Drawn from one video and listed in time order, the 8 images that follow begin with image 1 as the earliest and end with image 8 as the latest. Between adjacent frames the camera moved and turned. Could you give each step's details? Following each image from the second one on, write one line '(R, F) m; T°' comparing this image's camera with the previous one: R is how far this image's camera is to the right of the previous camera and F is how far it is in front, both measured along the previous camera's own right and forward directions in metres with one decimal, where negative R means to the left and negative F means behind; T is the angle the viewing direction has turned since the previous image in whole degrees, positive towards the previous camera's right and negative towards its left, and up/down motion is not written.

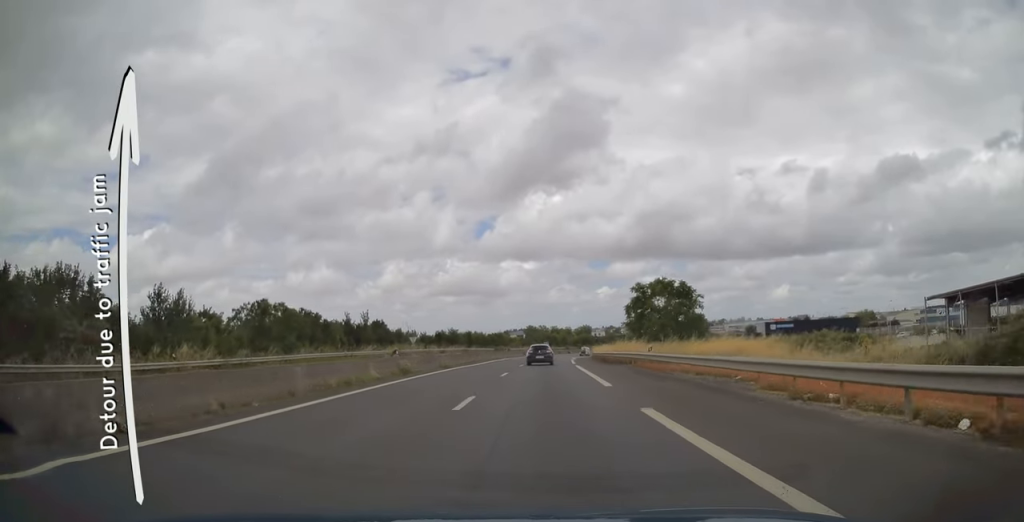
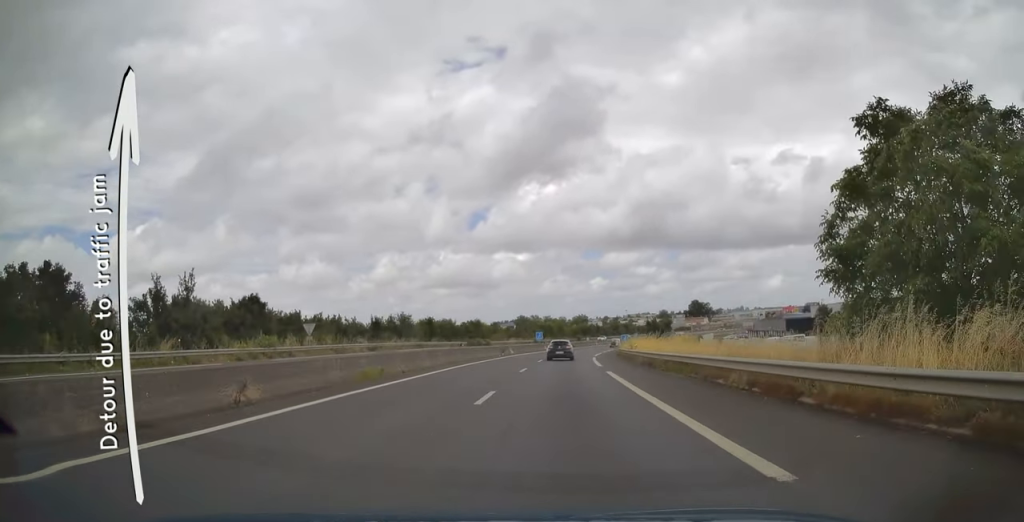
(+0.4, +39.1) m; +2°
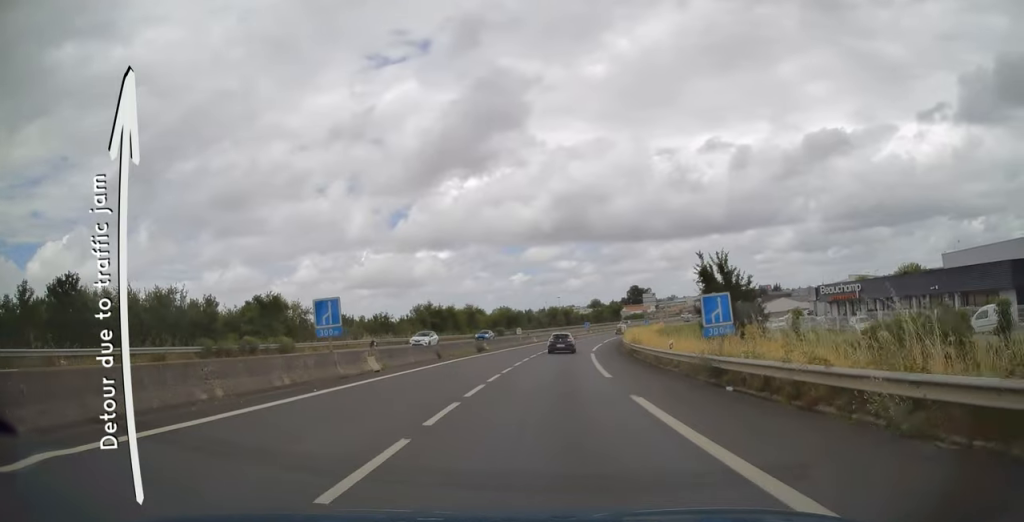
(+3.5, +65.7) m; +7°
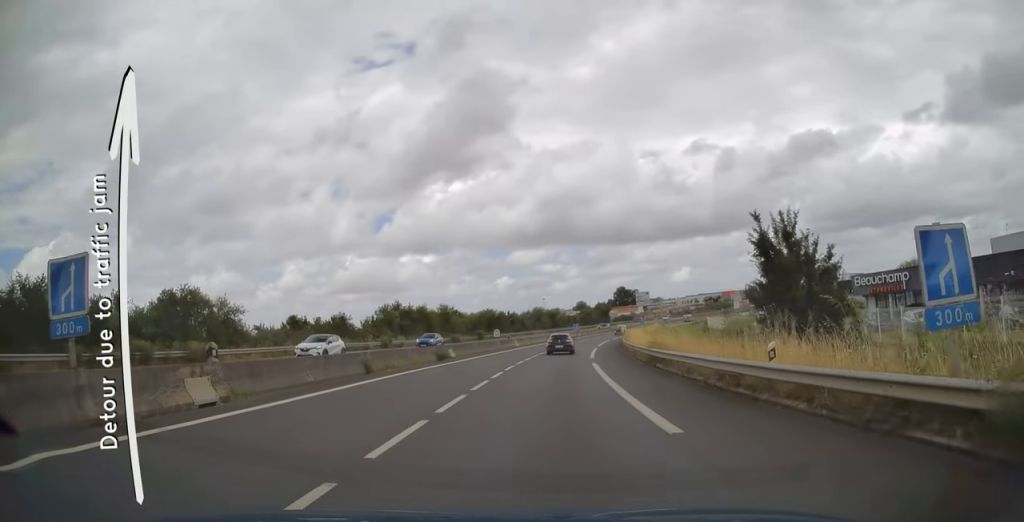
(+0.2, +11.3) m; +1°
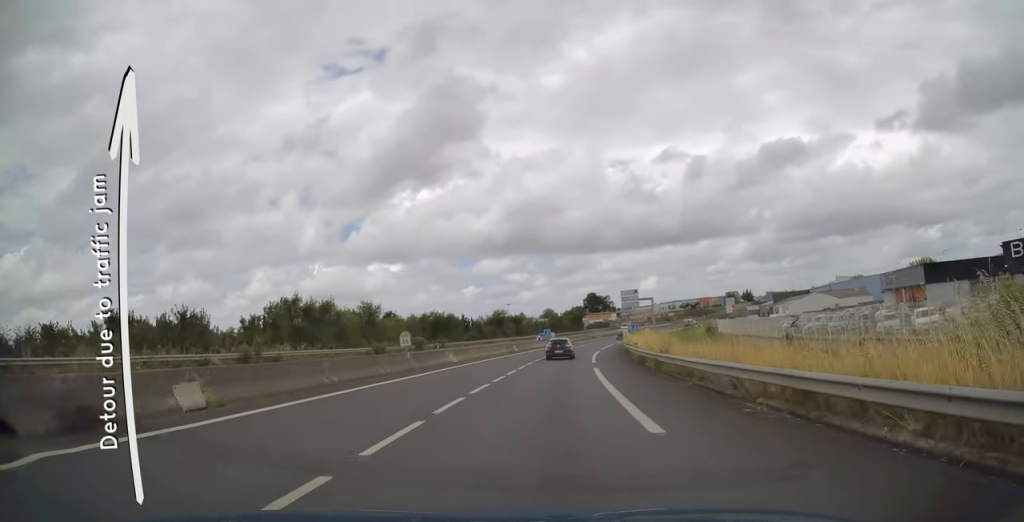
(+0.8, +26.1) m; +3°
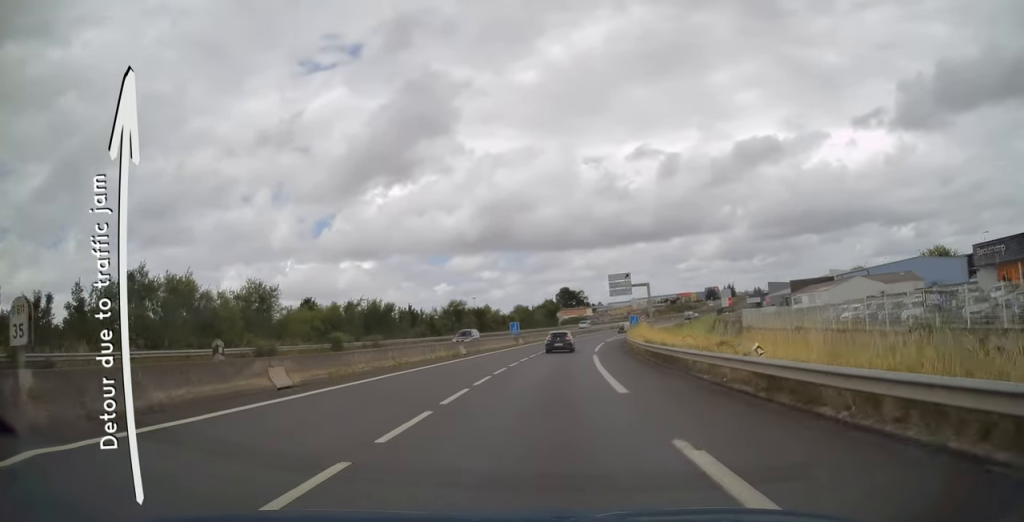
(+0.5, +21.7) m; +3°
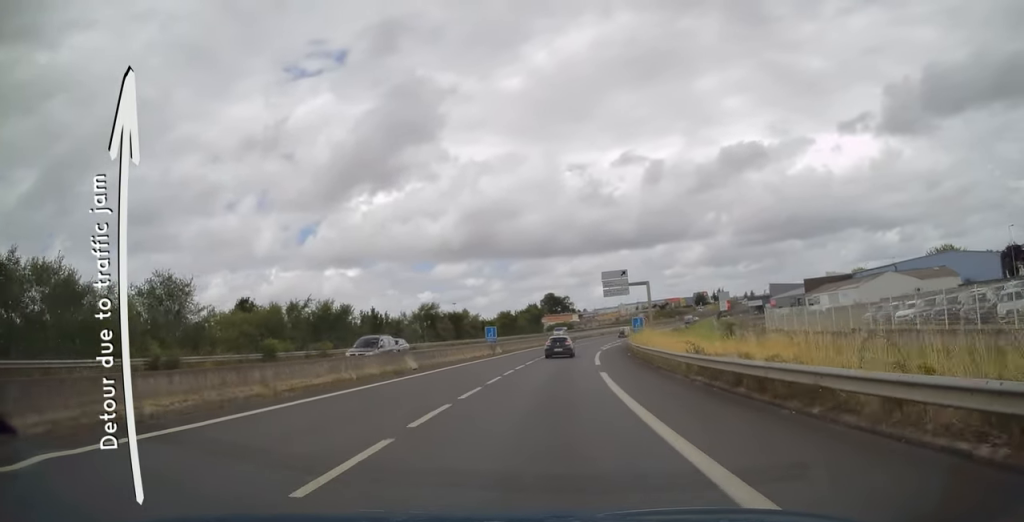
(+0.2, +11.3) m; +1°
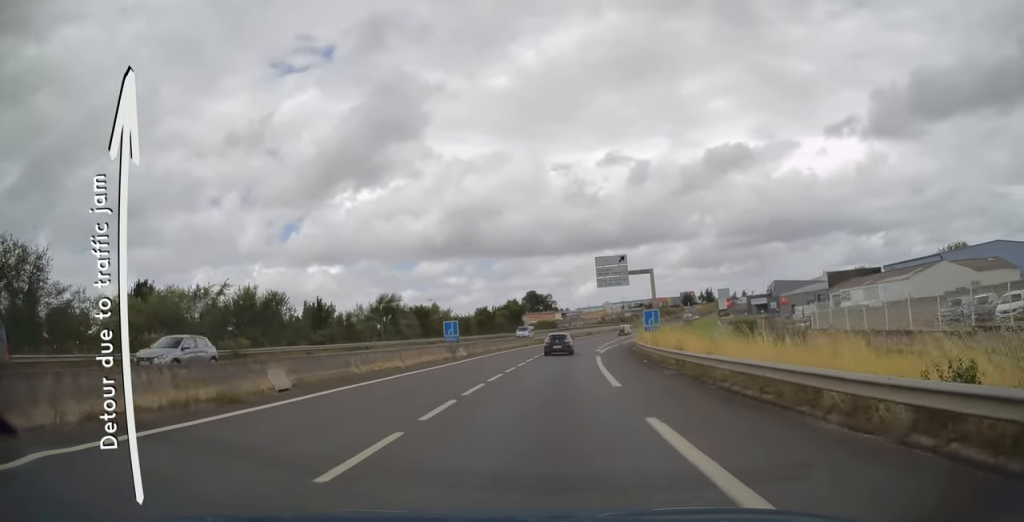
(0.0, +13.0) m; +2°
